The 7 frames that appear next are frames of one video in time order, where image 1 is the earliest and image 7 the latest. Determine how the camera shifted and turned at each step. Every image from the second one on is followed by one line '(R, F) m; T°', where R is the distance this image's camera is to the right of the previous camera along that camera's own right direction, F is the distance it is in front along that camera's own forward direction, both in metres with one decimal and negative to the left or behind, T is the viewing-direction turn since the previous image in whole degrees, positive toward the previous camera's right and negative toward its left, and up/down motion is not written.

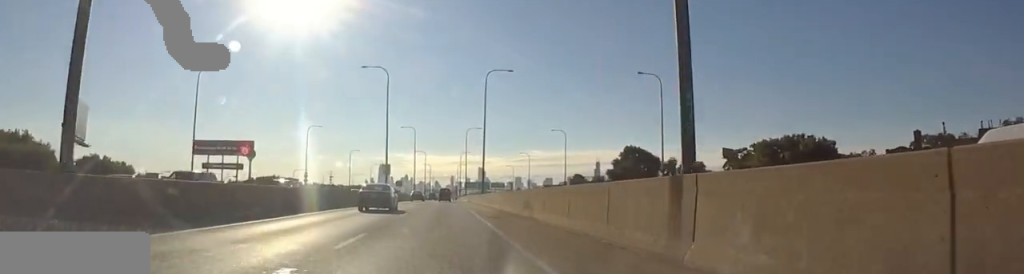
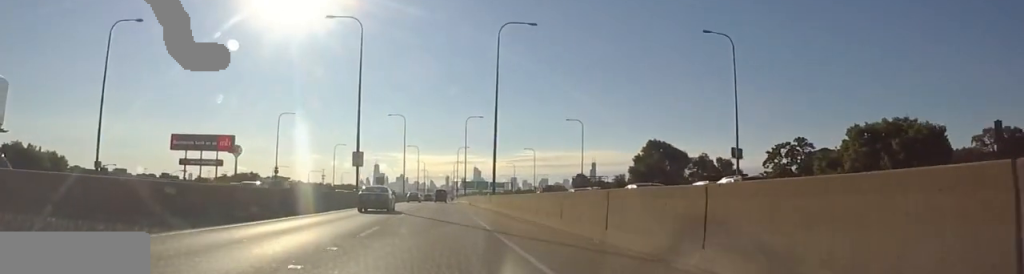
(+0.6, +20.9) m; 0°
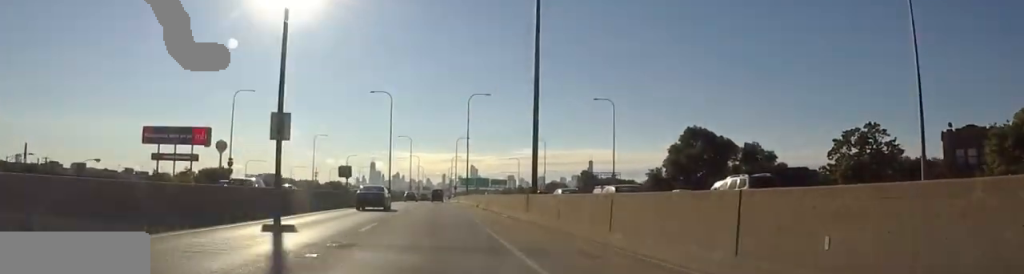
(-0.5, +23.8) m; 0°
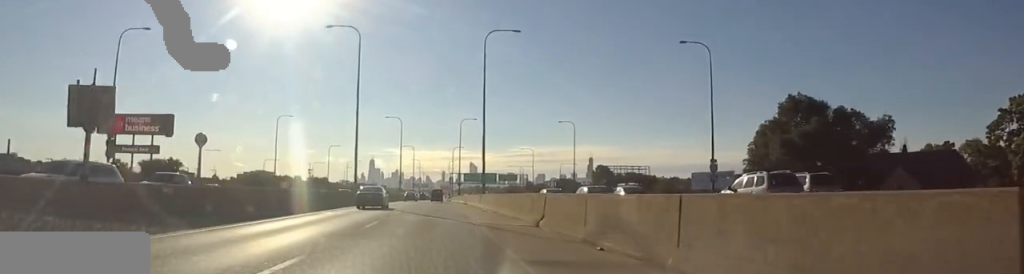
(+0.5, +35.0) m; -1°
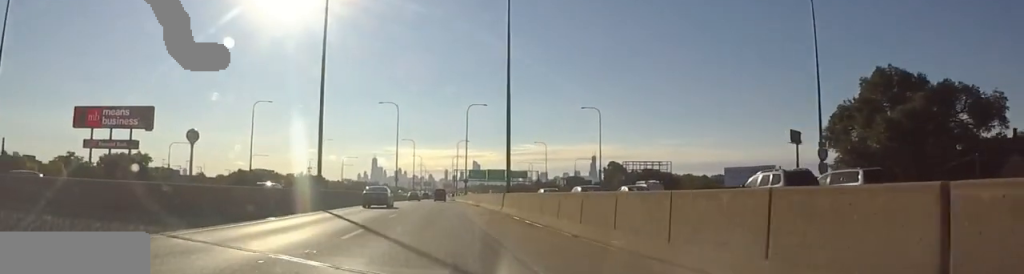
(-0.7, +17.1) m; -1°
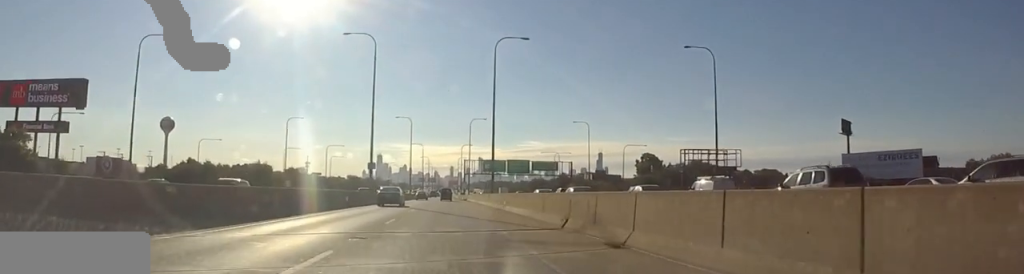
(-0.5, +41.1) m; 0°
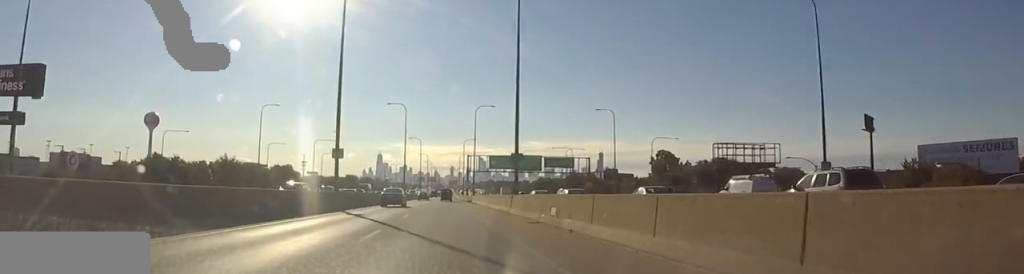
(0.0, +17.7) m; 0°
